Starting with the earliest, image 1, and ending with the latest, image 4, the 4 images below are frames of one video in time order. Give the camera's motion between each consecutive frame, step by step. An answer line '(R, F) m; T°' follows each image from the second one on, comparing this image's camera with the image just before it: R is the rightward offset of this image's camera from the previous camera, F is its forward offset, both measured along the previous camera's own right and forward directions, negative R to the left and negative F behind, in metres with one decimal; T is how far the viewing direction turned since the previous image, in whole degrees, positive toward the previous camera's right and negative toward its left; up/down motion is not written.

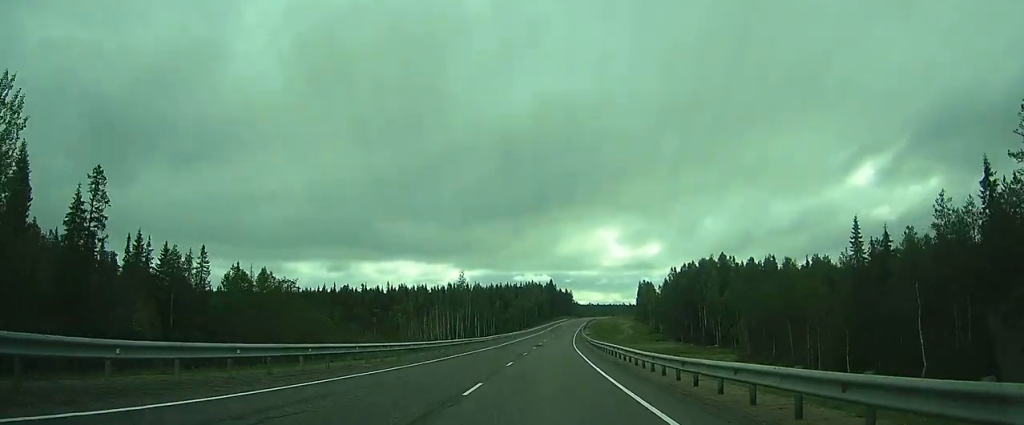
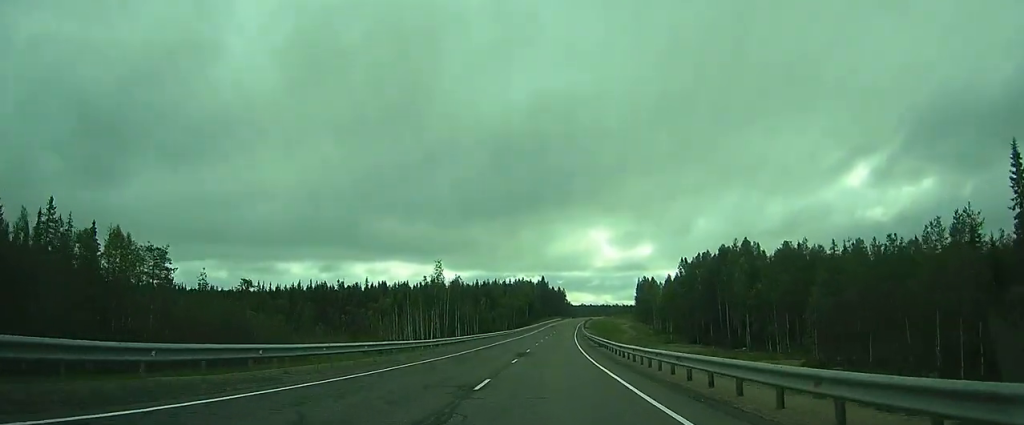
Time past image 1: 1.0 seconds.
(+0.3, +23.2) m; +1°
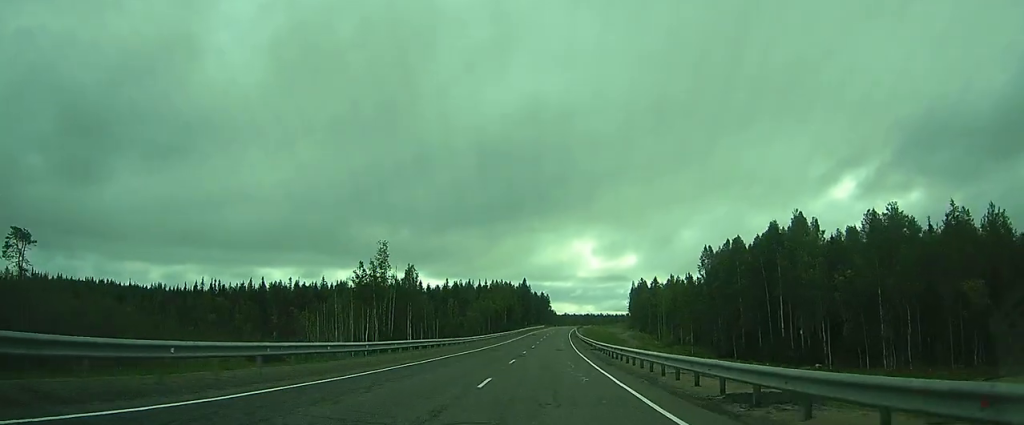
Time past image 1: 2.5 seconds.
(+0.3, +35.9) m; +1°
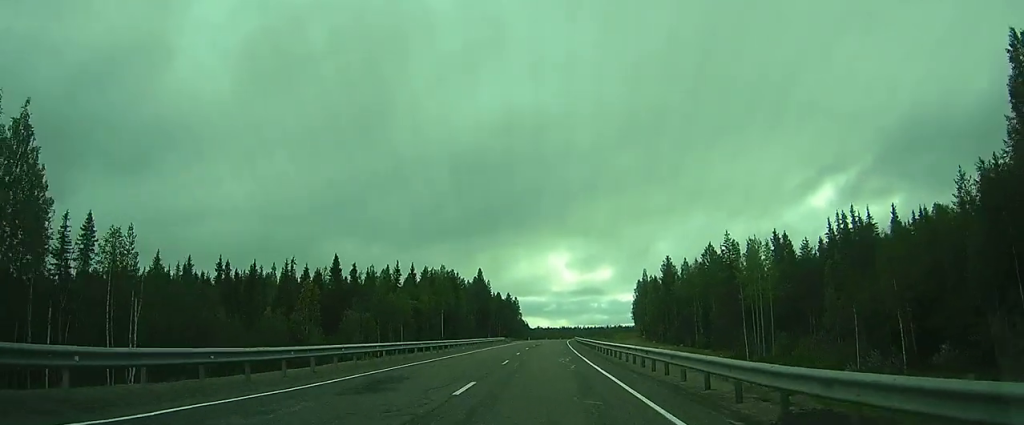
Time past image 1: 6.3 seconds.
(+3.9, +88.5) m; +3°
